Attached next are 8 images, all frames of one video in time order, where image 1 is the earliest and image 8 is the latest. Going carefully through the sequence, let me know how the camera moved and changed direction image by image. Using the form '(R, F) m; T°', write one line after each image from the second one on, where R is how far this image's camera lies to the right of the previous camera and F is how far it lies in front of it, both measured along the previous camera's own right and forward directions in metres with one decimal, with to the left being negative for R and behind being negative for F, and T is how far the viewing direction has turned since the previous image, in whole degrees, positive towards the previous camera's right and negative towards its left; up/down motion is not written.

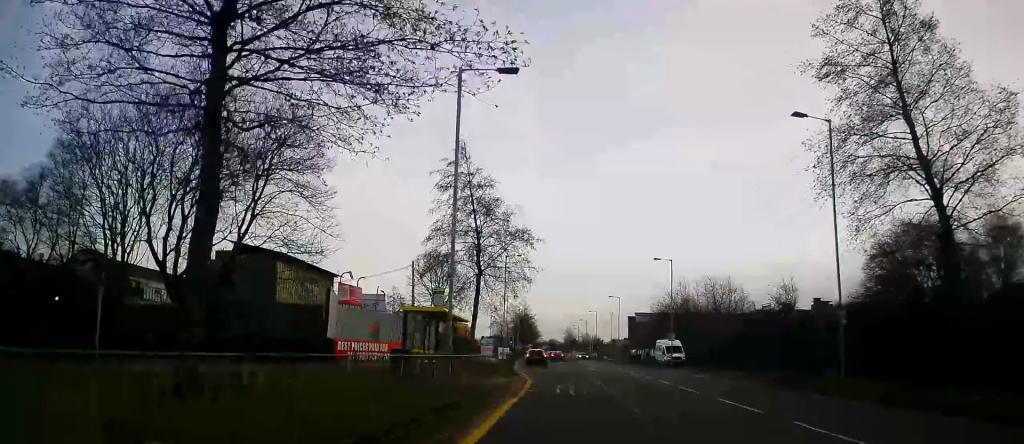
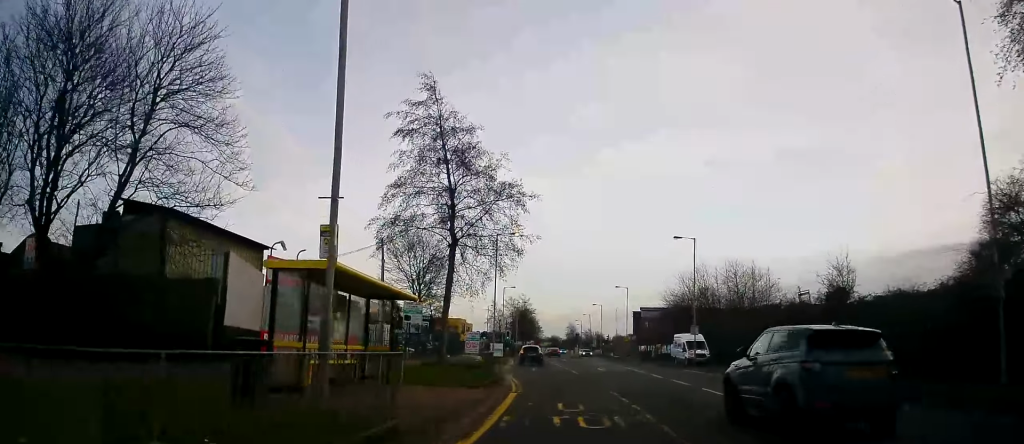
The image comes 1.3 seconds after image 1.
(+0.1, +9.4) m; +2°
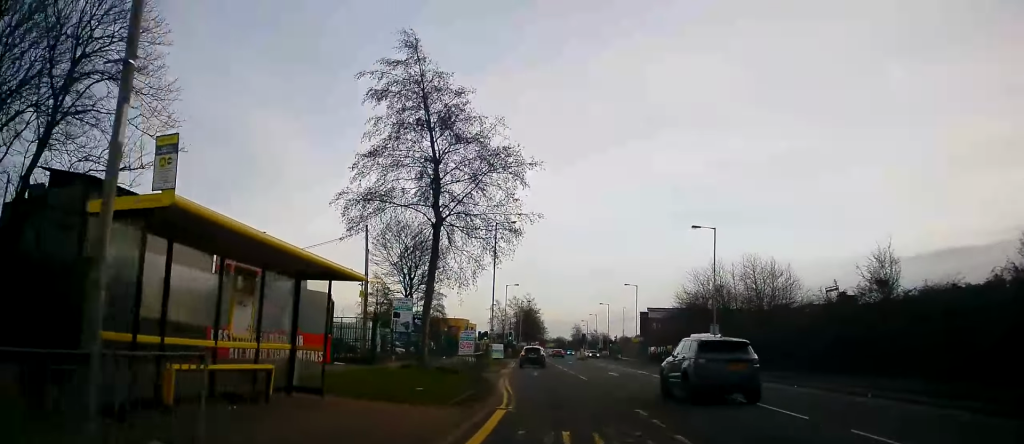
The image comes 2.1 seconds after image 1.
(+0.1, +4.8) m; 0°
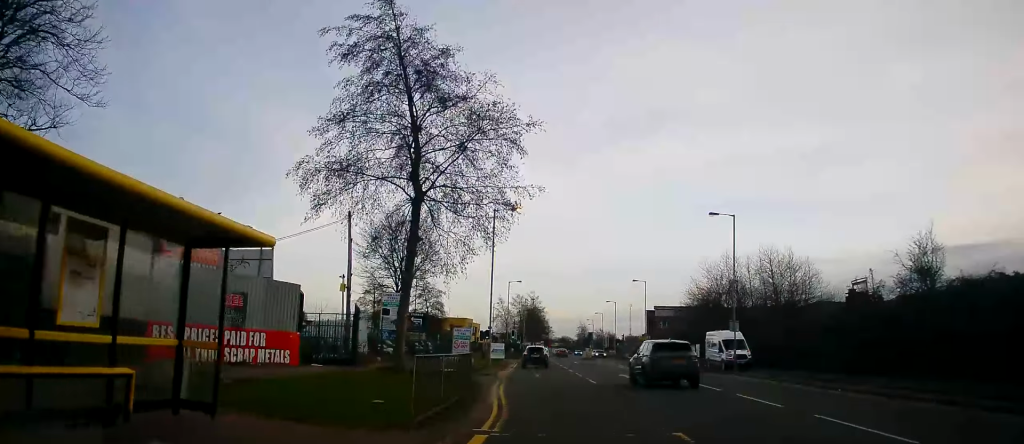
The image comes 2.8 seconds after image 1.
(-0.2, +3.8) m; 0°
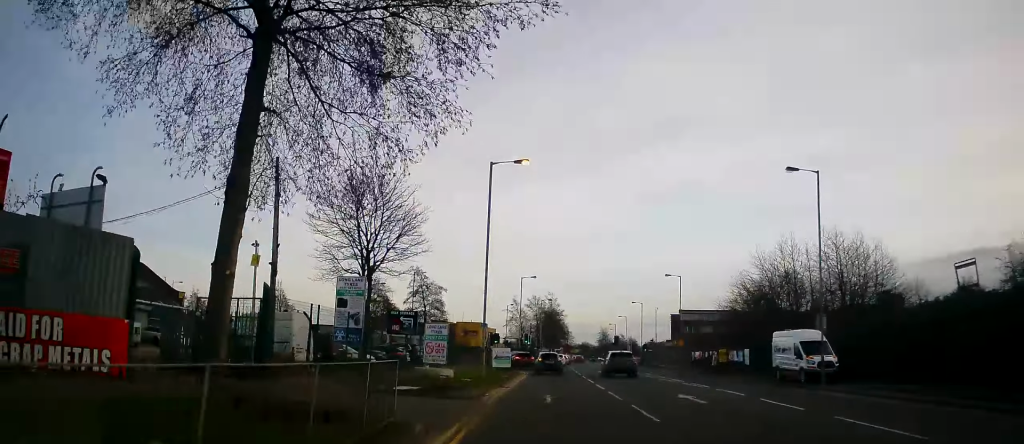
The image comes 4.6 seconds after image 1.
(-0.3, +10.9) m; -4°
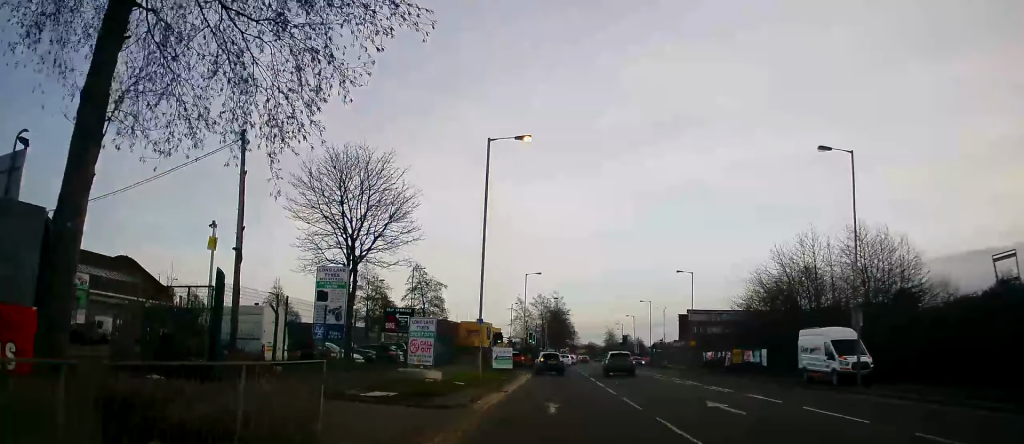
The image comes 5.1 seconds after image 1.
(-0.1, +3.0) m; -1°
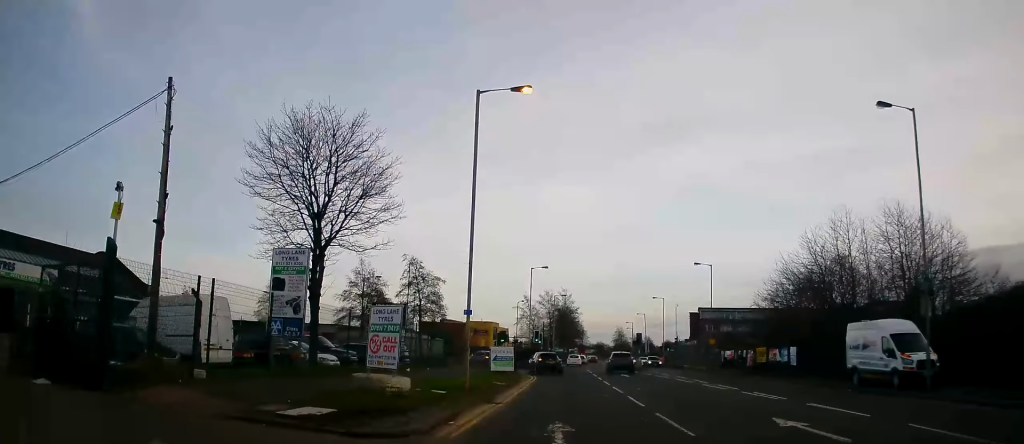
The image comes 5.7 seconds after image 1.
(+0.2, +4.6) m; 0°
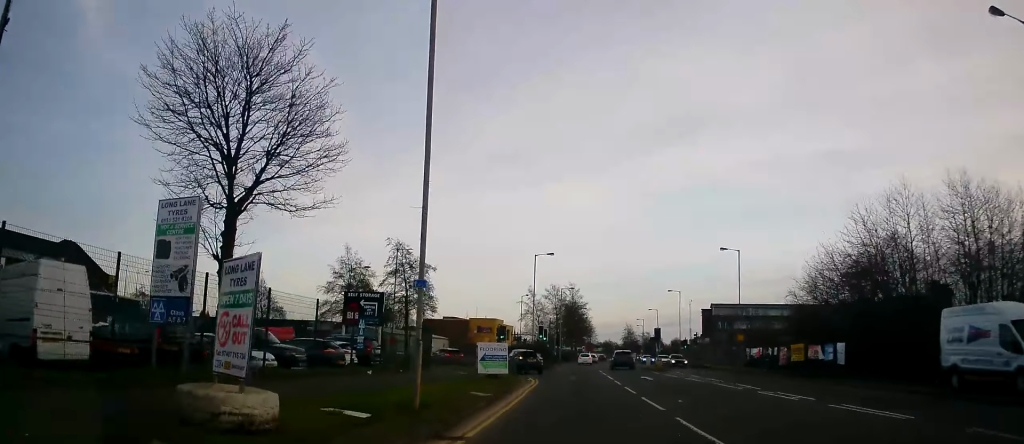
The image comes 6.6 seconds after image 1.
(-0.1, +6.8) m; +1°
